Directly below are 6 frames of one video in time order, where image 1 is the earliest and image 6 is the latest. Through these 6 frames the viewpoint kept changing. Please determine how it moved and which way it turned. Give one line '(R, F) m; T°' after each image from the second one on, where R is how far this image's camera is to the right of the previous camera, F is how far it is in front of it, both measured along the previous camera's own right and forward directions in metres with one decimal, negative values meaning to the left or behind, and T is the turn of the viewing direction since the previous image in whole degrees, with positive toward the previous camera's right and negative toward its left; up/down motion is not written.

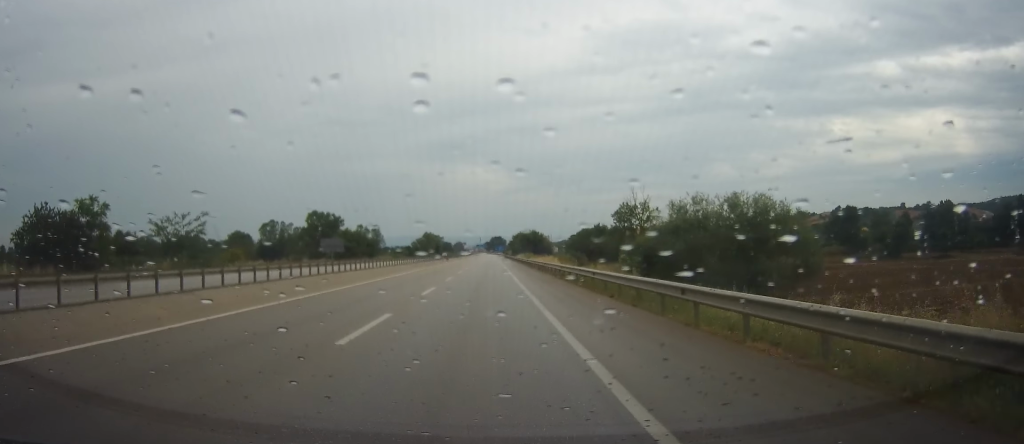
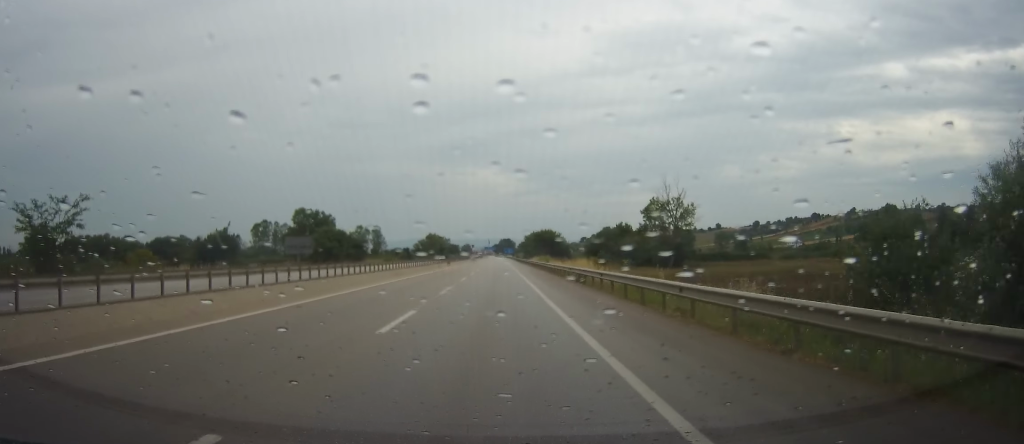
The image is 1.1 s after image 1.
(-0.6, +22.0) m; -1°
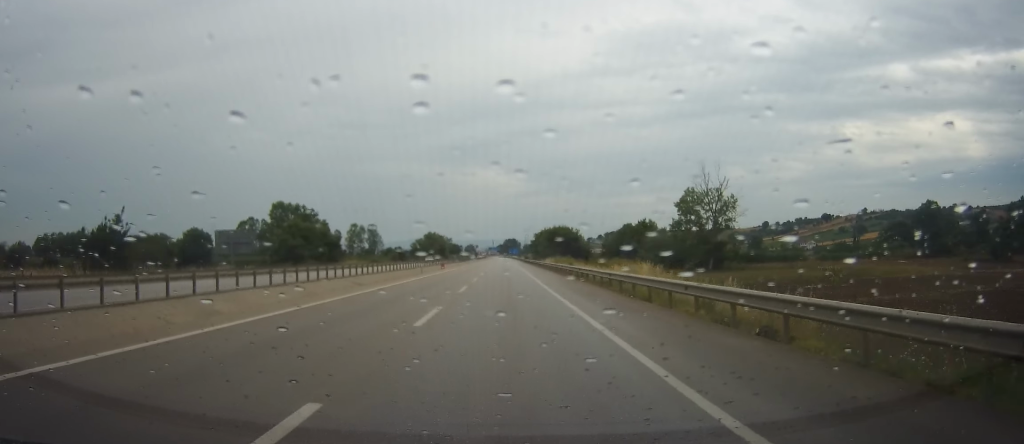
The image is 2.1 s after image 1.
(+0.4, +21.7) m; 0°
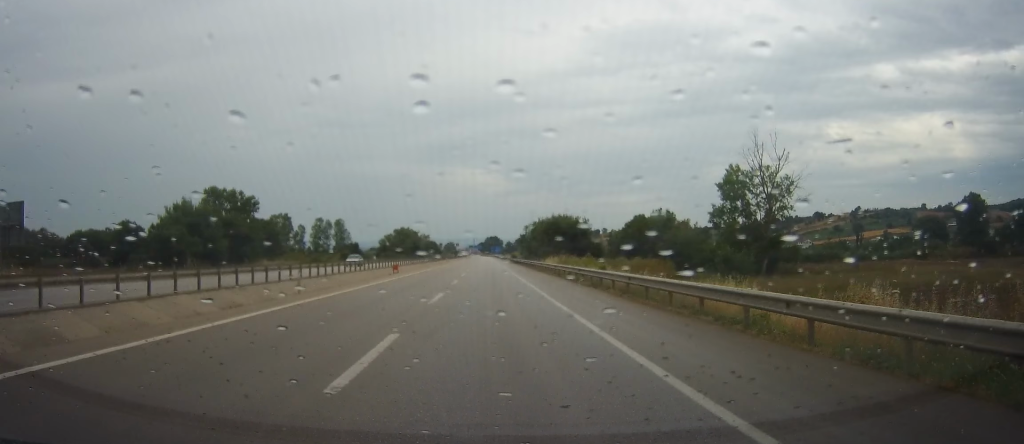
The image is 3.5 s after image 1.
(-0.3, +29.9) m; +1°
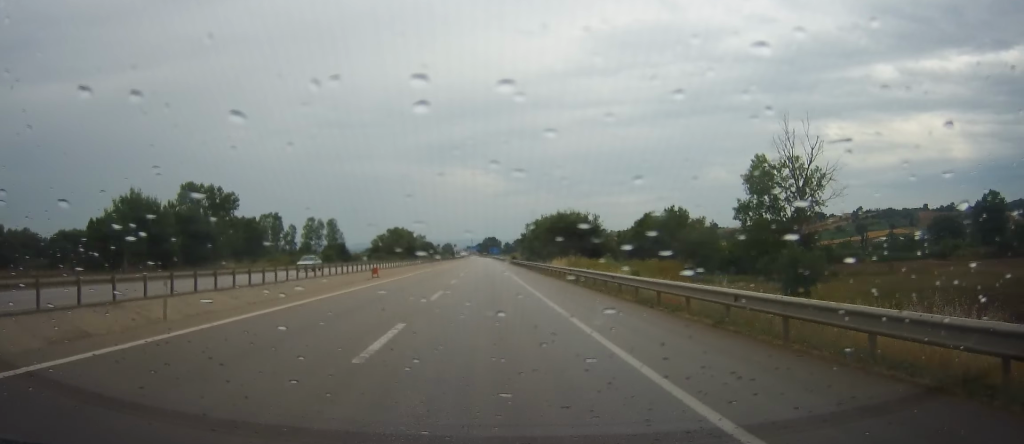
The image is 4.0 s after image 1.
(+0.1, +10.2) m; +1°
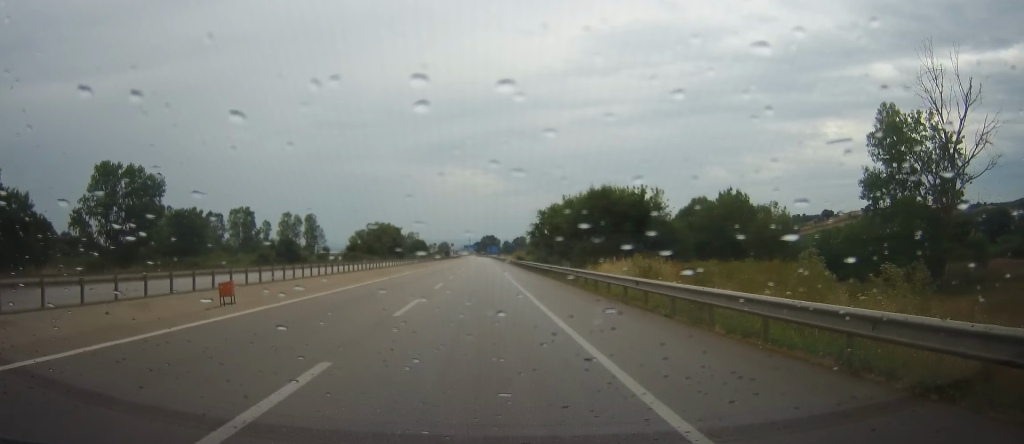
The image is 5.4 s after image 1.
(+0.4, +28.4) m; +2°
